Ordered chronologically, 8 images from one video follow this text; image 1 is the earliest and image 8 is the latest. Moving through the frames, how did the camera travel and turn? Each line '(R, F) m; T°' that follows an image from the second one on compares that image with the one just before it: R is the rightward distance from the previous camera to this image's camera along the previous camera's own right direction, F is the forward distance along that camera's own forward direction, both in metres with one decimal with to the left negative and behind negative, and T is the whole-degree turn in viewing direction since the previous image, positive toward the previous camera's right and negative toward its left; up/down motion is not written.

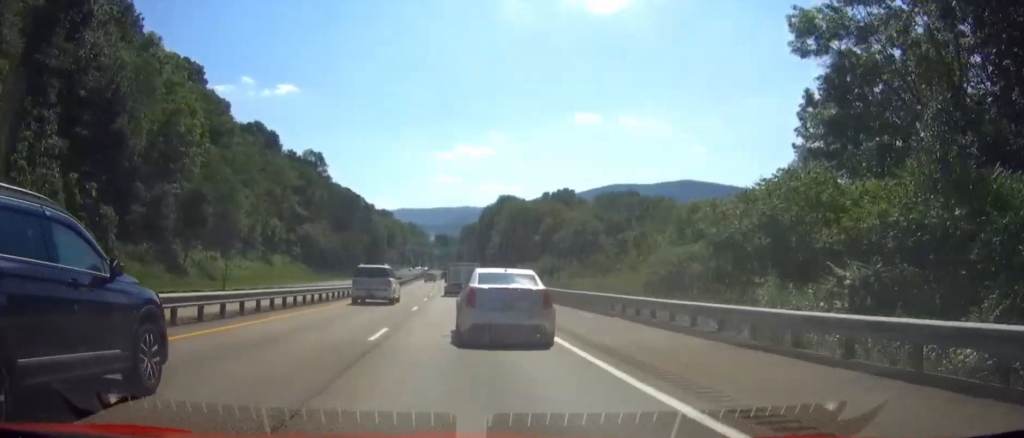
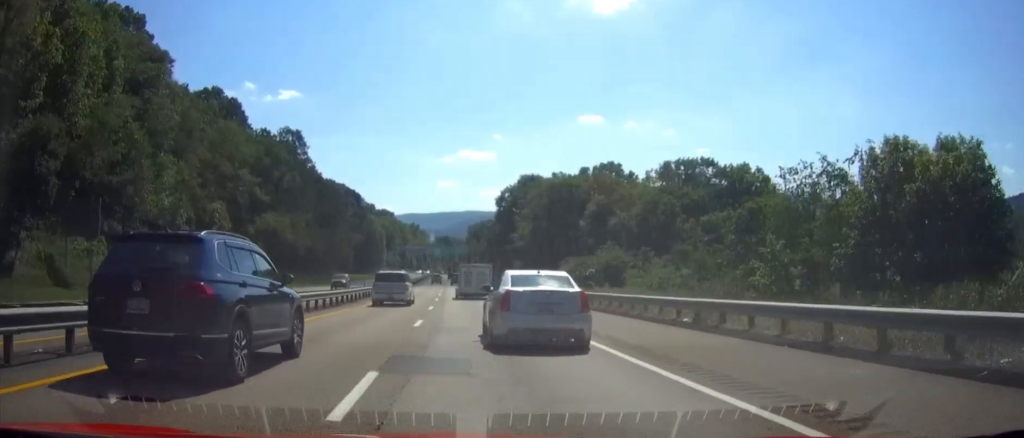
(+0.5, +32.5) m; 0°
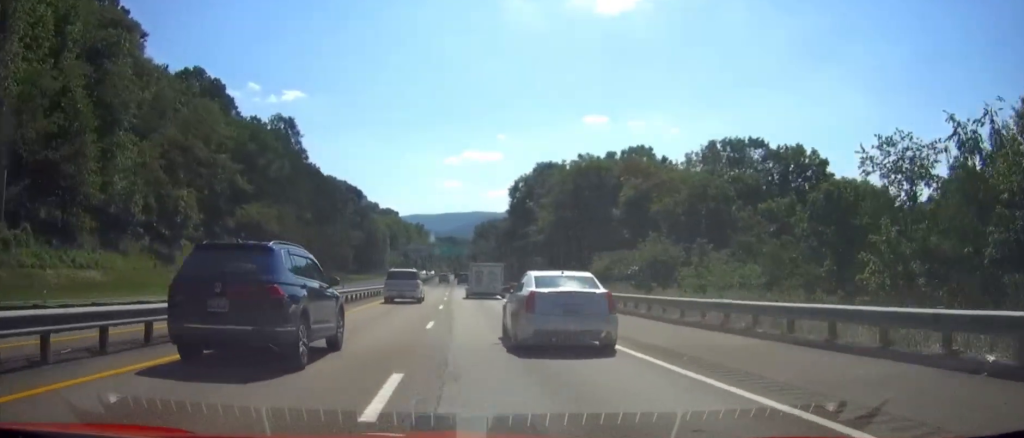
(0.0, +12.7) m; 0°
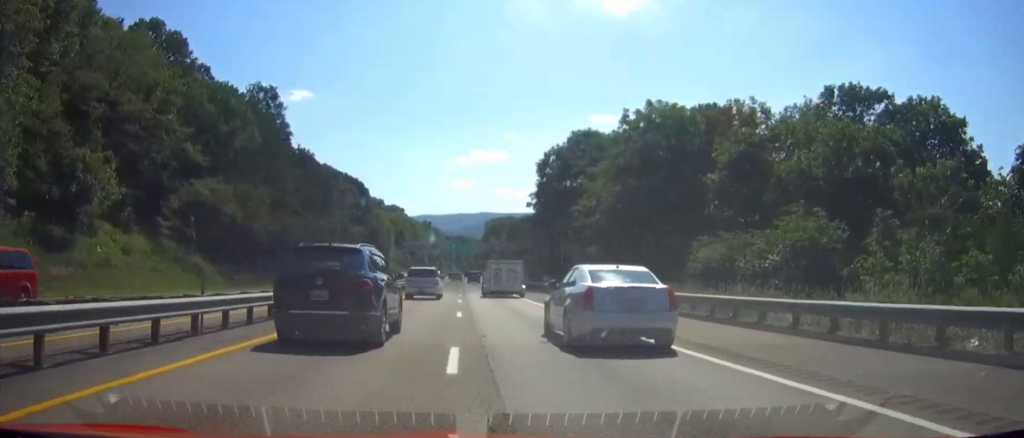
(-0.1, +21.8) m; 0°
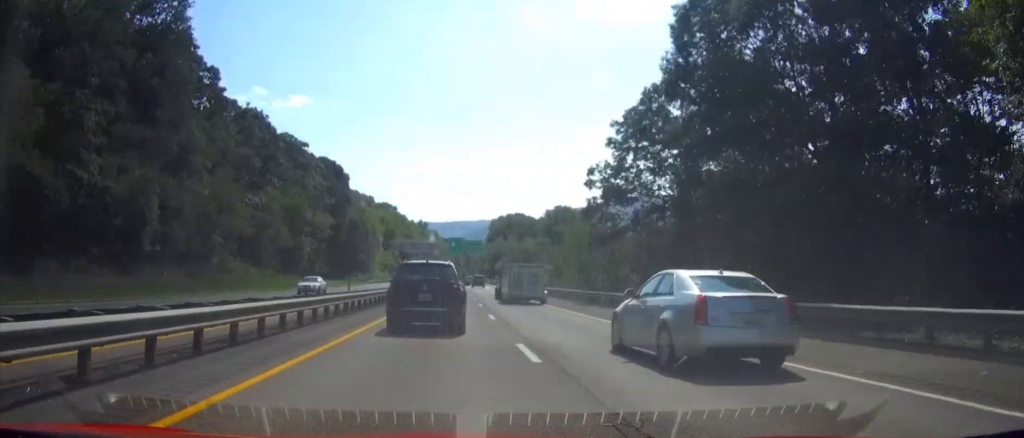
(-0.1, +47.8) m; 0°
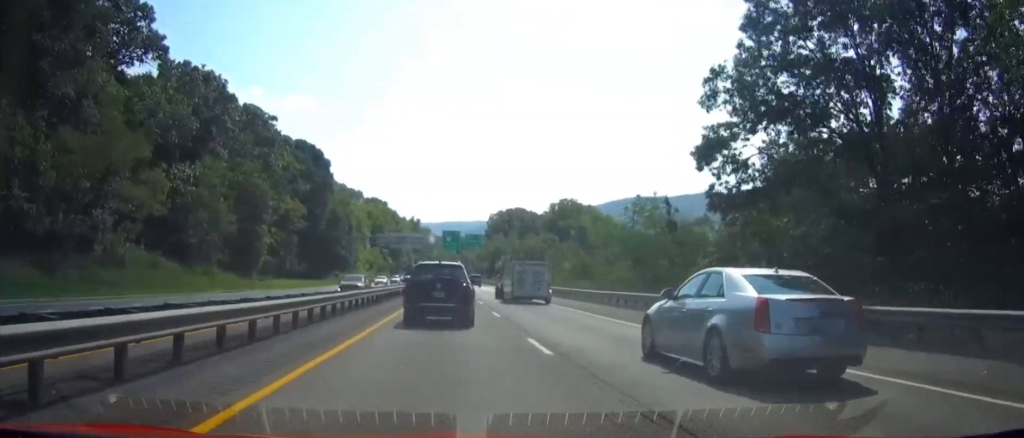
(+0.1, +24.0) m; 0°
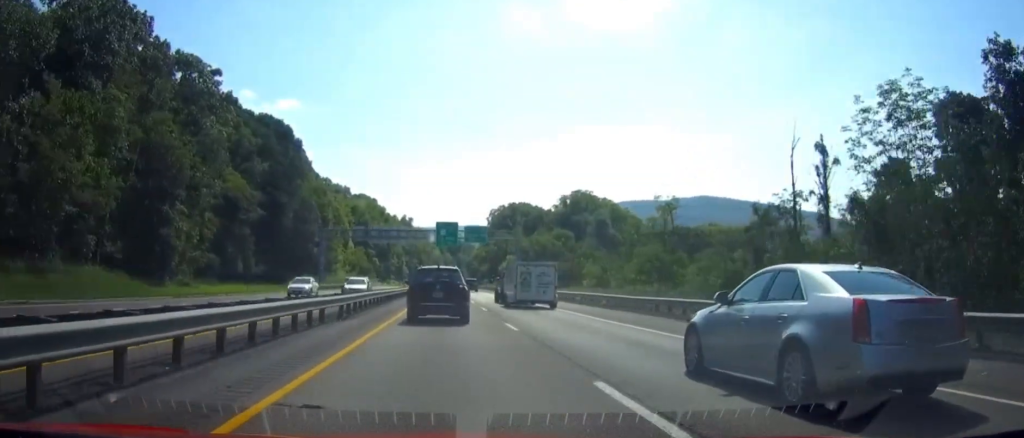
(+0.2, +30.6) m; +1°
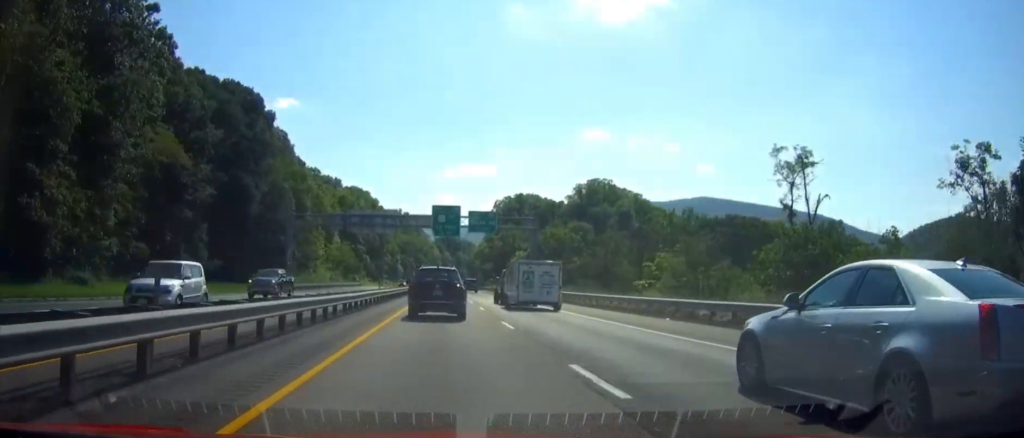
(+0.1, +24.1) m; 0°
